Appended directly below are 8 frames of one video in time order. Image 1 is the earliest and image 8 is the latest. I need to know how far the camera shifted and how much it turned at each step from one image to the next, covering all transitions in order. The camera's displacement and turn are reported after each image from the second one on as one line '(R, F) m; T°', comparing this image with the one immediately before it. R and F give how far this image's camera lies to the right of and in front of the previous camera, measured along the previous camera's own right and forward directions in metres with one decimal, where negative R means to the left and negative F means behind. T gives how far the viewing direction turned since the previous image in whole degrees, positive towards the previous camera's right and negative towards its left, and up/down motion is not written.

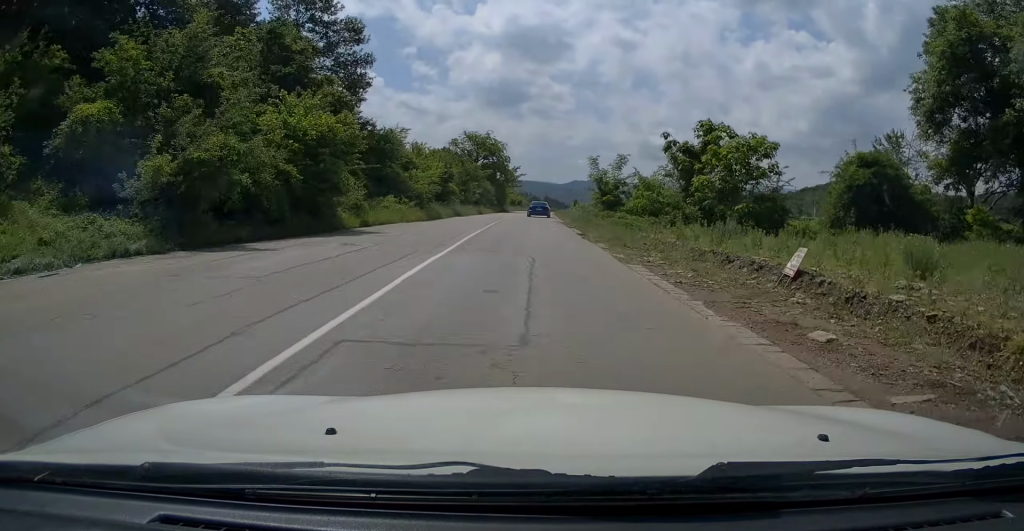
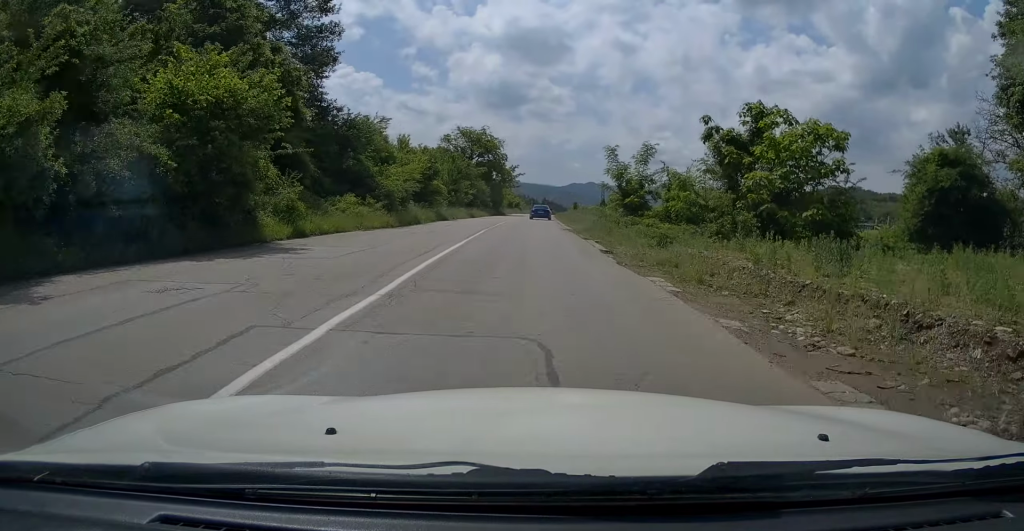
(0.0, +8.0) m; 0°
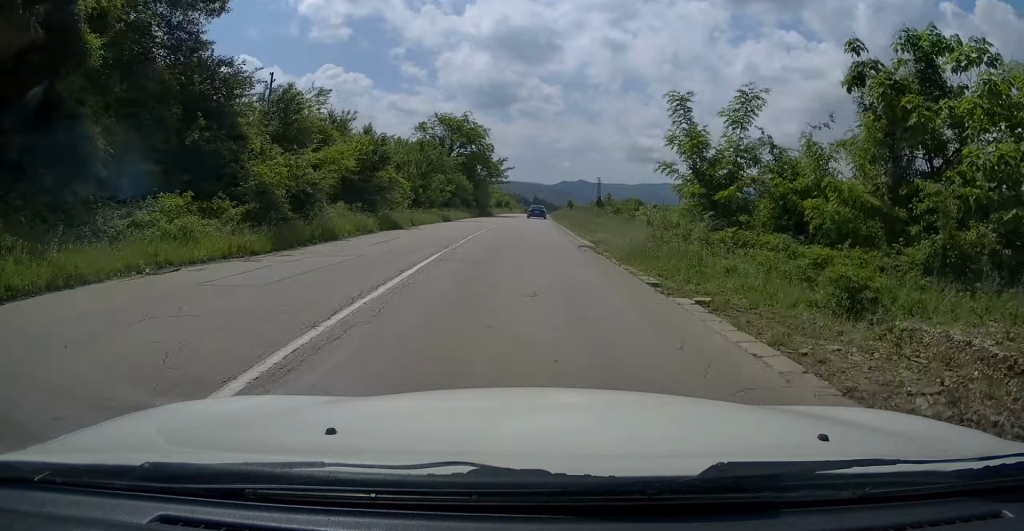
(0.0, +13.6) m; 0°
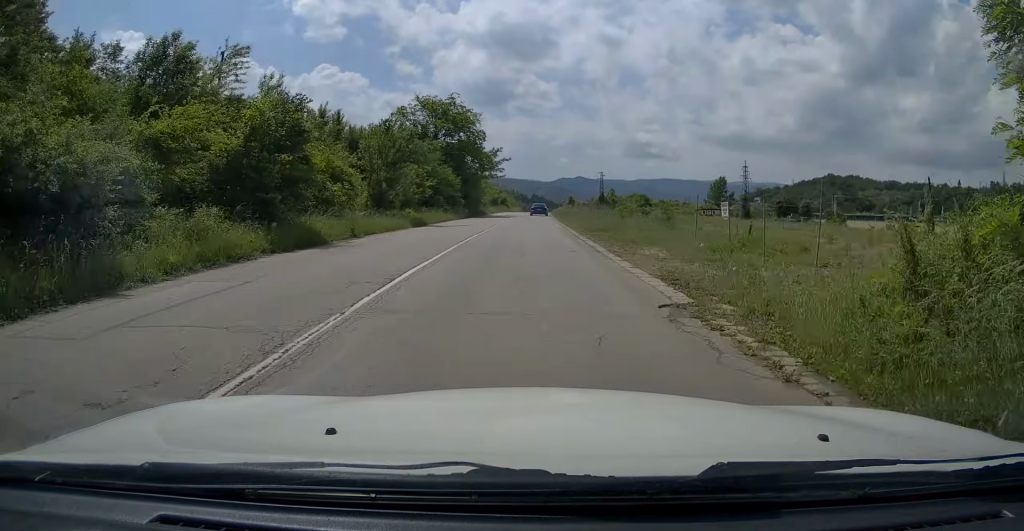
(0.0, +11.1) m; 0°
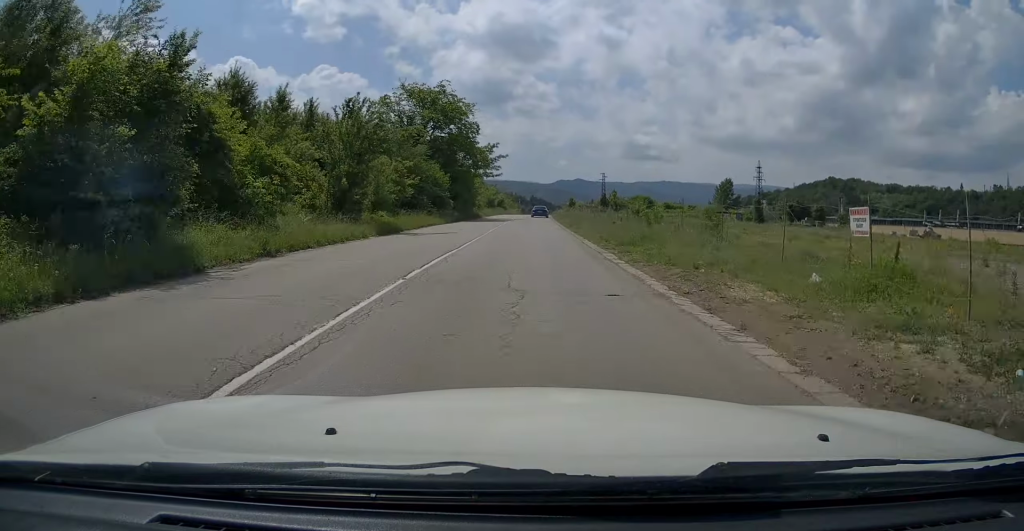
(-0.1, +7.4) m; 0°
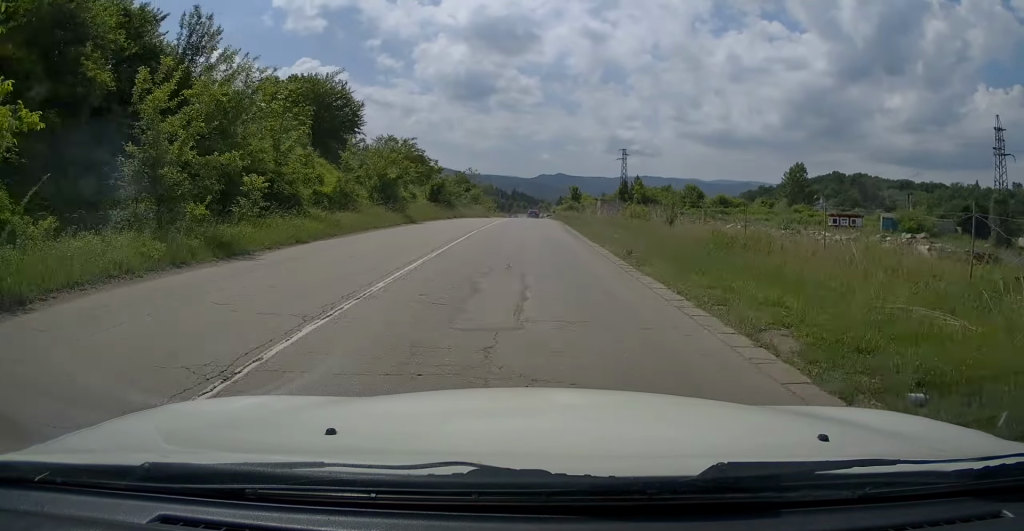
(+1.4, +62.6) m; +2°
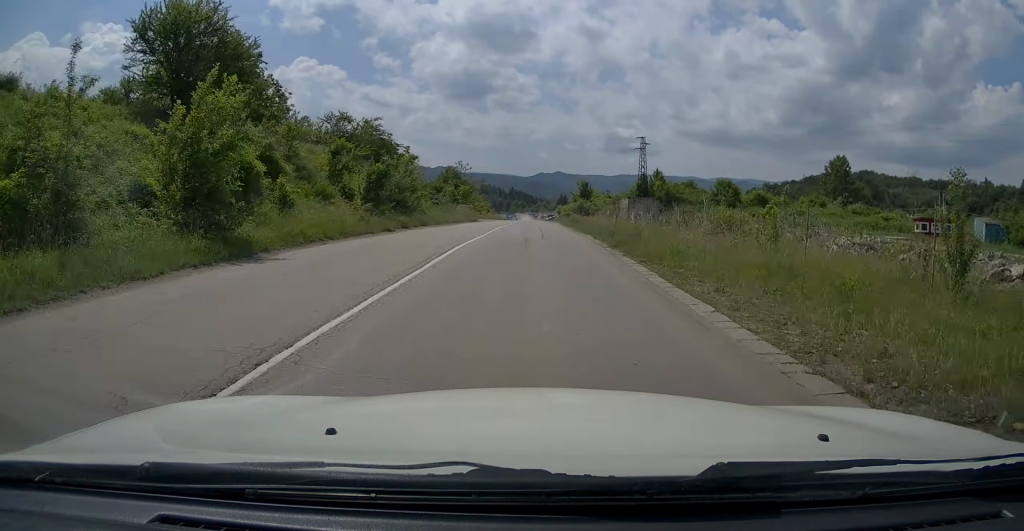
(0.0, +19.4) m; 0°
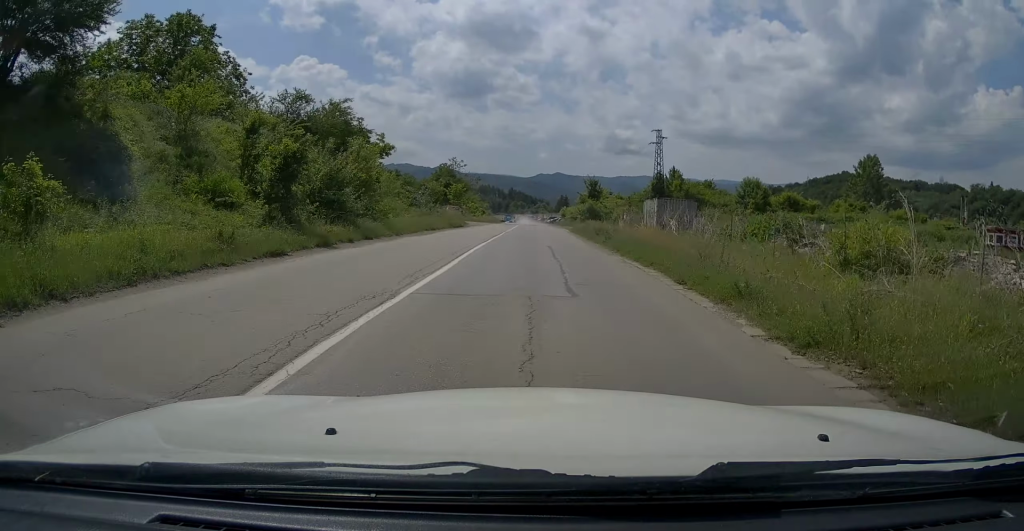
(0.0, +11.4) m; 0°
